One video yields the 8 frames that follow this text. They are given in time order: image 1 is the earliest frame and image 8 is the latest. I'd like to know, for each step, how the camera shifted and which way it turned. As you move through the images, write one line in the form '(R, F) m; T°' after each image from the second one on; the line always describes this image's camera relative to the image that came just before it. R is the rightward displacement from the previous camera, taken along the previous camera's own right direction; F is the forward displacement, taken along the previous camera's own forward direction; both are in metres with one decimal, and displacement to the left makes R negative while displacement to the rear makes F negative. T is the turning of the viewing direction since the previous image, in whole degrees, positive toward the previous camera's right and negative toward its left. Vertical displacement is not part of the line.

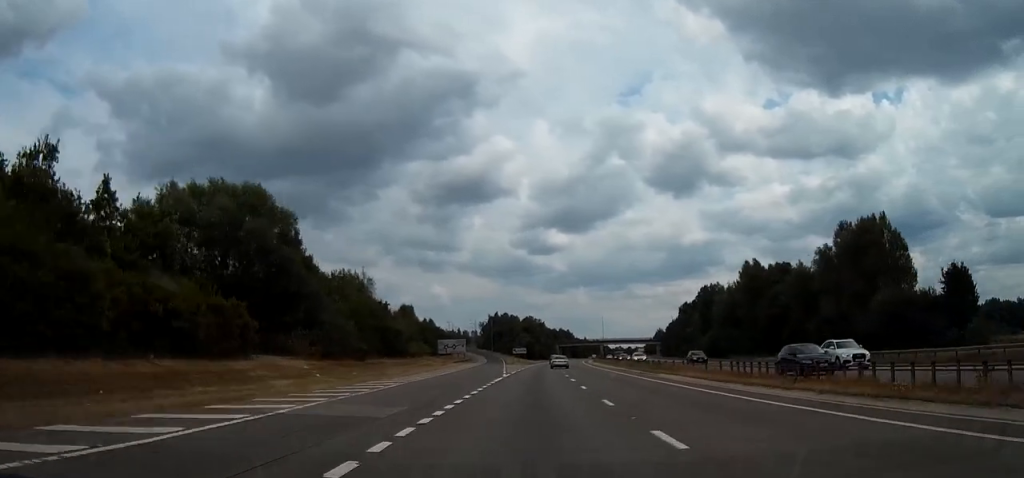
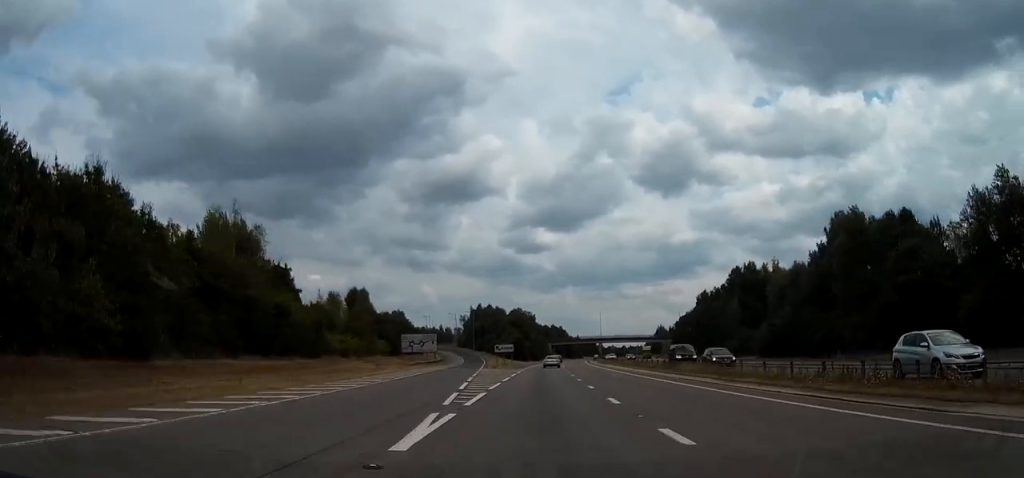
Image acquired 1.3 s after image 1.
(+0.3, +35.1) m; +2°
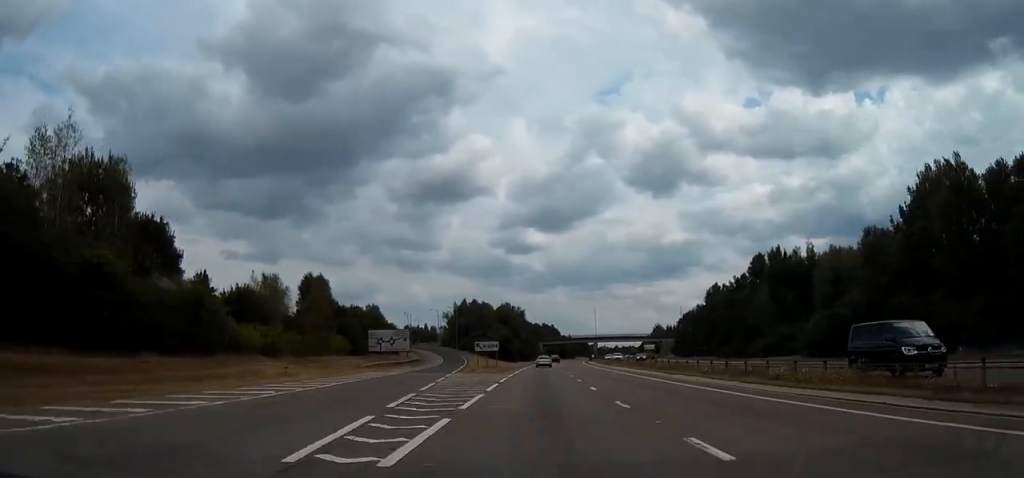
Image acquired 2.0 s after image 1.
(+0.3, +19.4) m; 0°
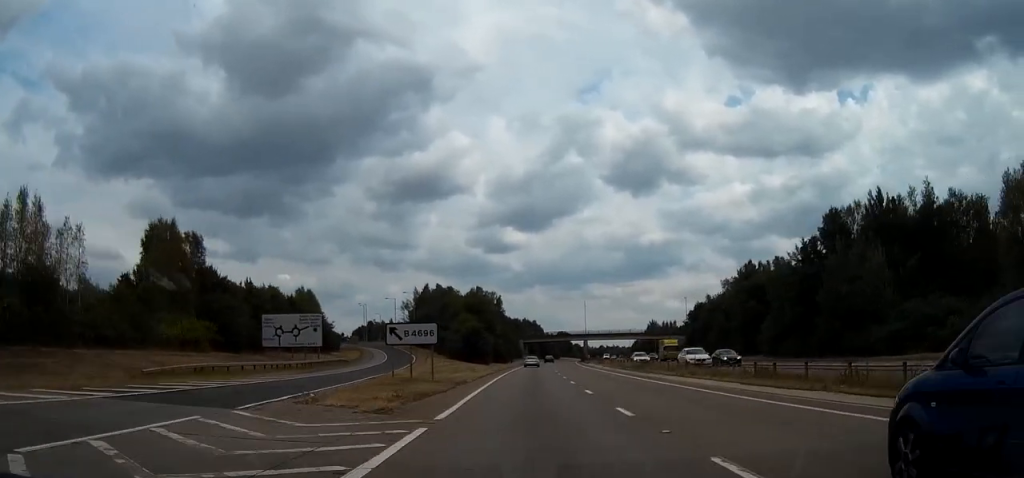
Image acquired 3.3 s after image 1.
(-0.4, +38.0) m; +2°
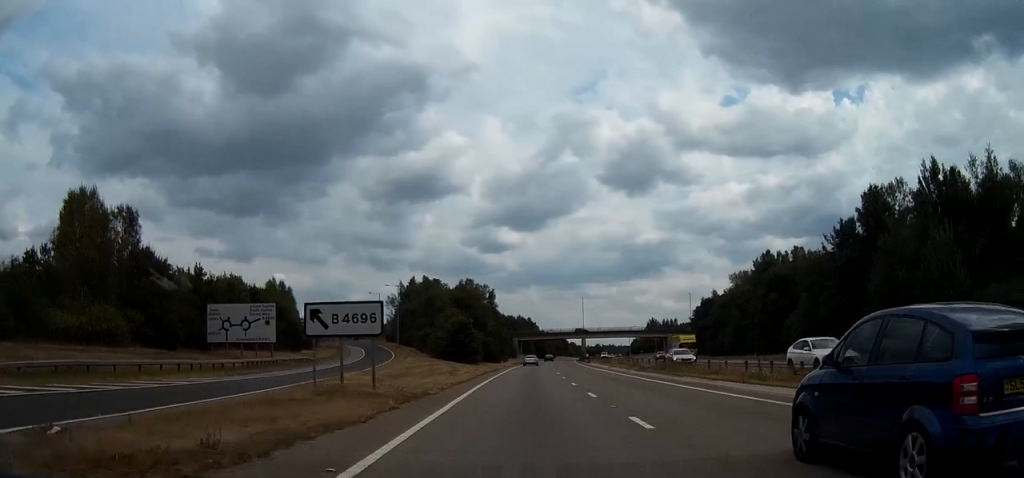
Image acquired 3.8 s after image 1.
(+0.7, +12.0) m; +1°
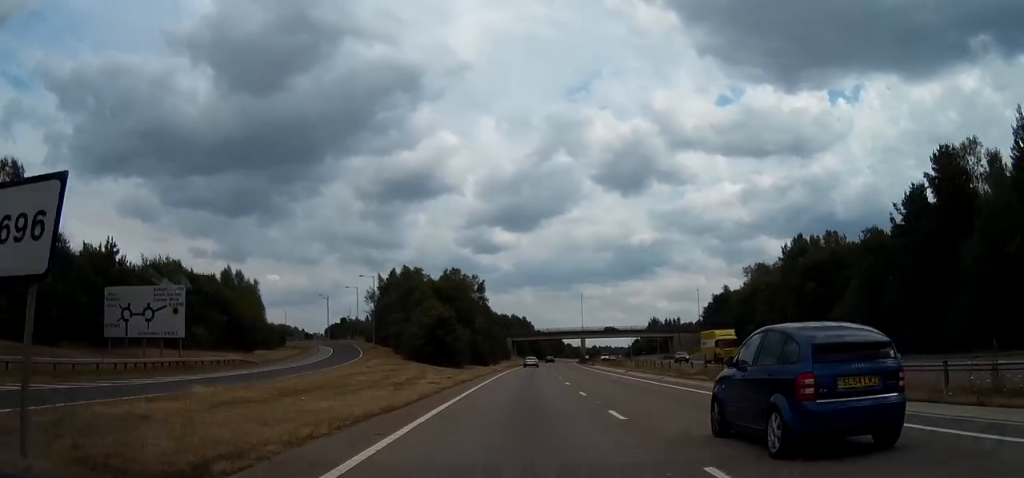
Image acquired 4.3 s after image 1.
(+0.7, +15.7) m; +1°
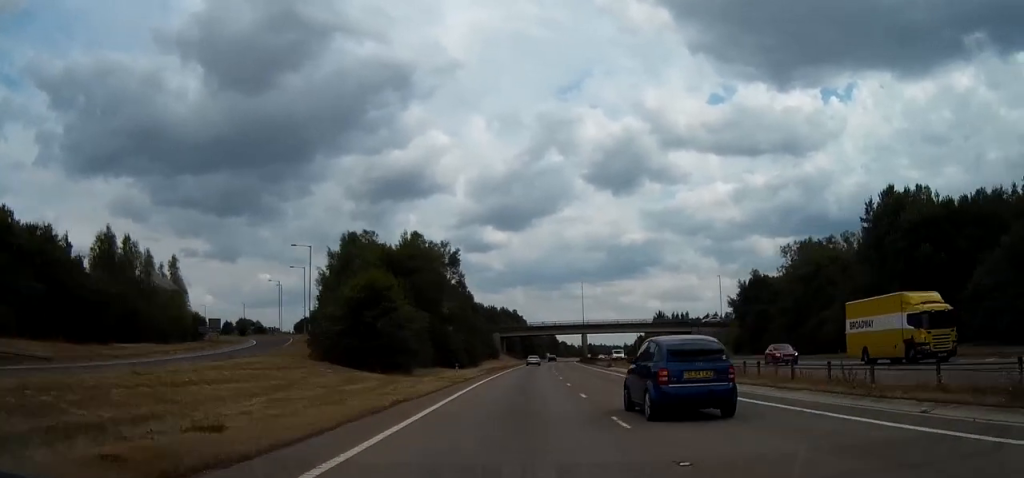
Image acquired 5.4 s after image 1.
(-0.4, +28.9) m; -1°
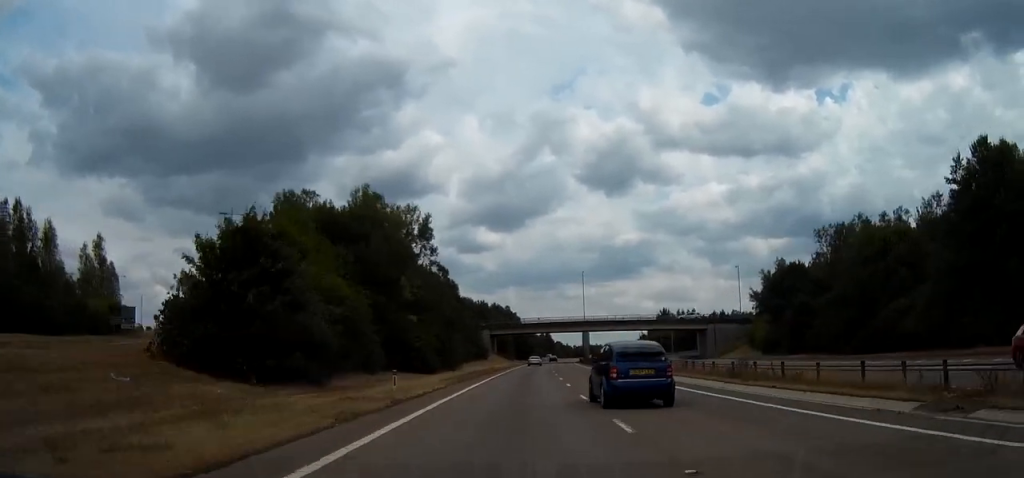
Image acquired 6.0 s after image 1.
(+0.1, +18.6) m; 0°
